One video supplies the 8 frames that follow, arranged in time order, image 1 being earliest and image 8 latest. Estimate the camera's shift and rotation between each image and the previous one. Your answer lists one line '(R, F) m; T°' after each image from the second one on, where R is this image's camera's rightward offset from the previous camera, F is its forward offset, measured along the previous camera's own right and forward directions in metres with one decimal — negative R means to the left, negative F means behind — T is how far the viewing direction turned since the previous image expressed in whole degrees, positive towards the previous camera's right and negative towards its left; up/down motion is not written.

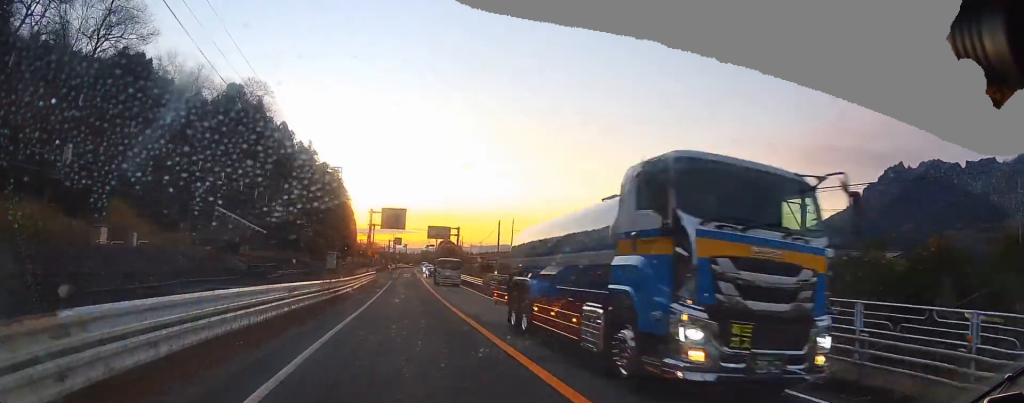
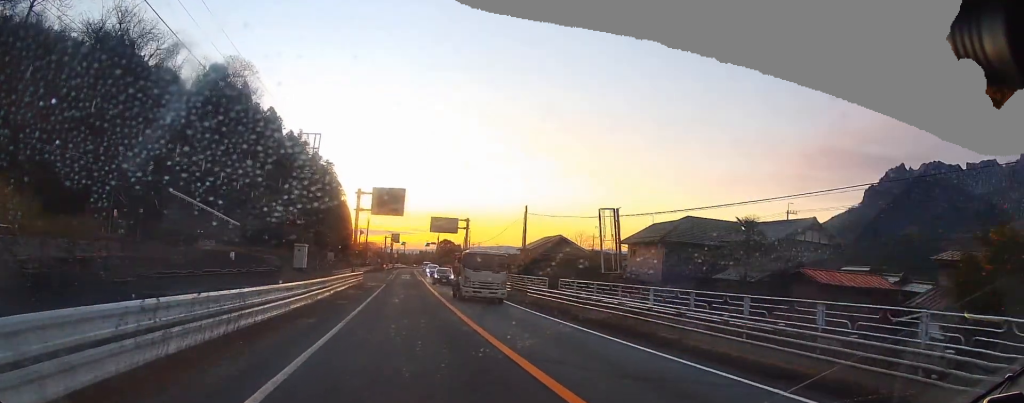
(-0.2, +12.3) m; 0°
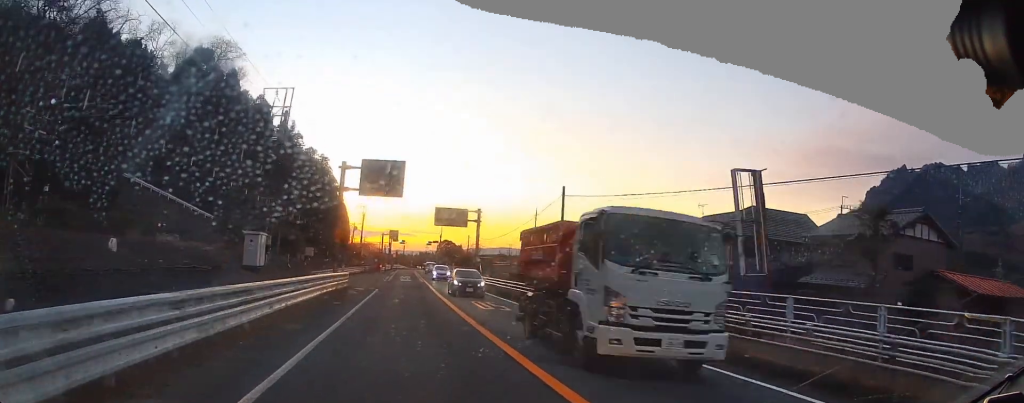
(+0.4, +9.8) m; -1°
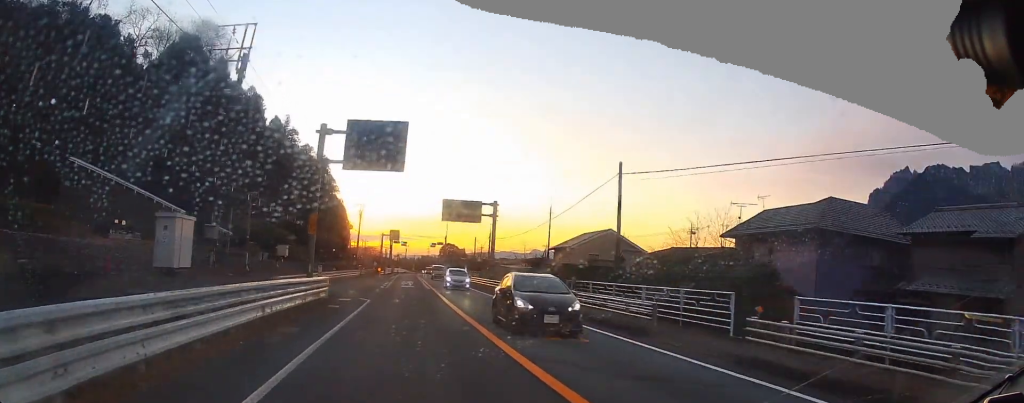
(-0.3, +9.1) m; -1°
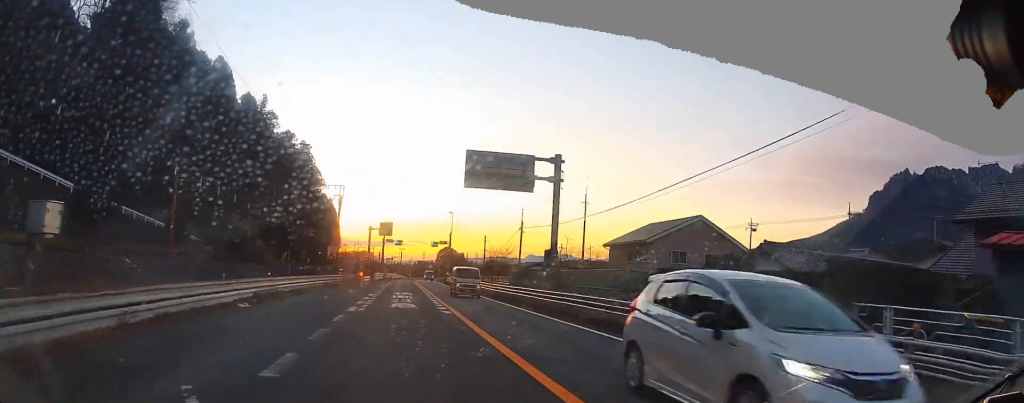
(-0.3, +21.1) m; +2°
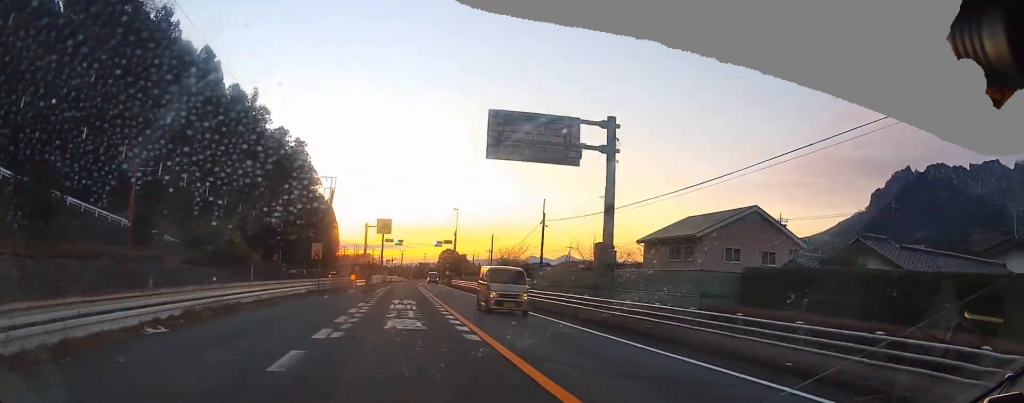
(0.0, +7.9) m; +2°
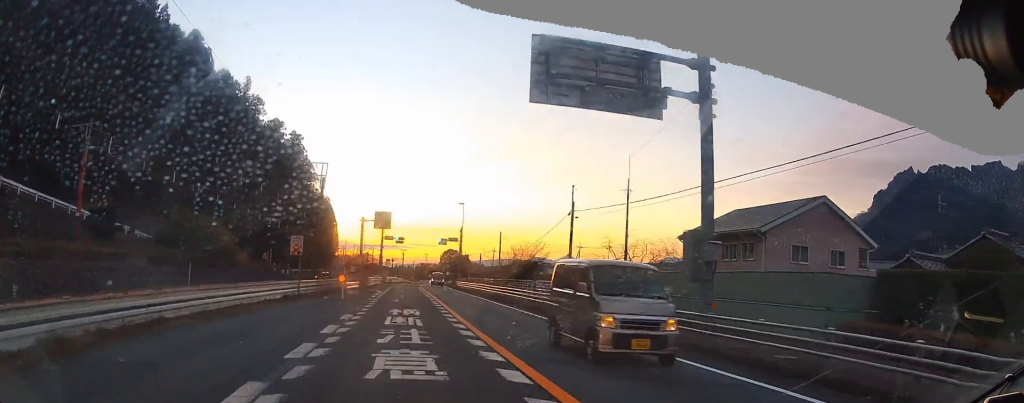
(+0.2, +8.1) m; 0°
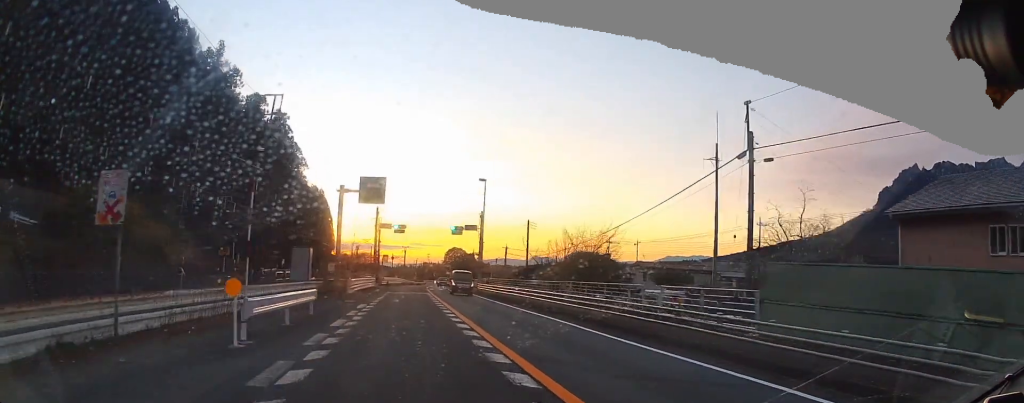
(+0.1, +21.3) m; -1°
